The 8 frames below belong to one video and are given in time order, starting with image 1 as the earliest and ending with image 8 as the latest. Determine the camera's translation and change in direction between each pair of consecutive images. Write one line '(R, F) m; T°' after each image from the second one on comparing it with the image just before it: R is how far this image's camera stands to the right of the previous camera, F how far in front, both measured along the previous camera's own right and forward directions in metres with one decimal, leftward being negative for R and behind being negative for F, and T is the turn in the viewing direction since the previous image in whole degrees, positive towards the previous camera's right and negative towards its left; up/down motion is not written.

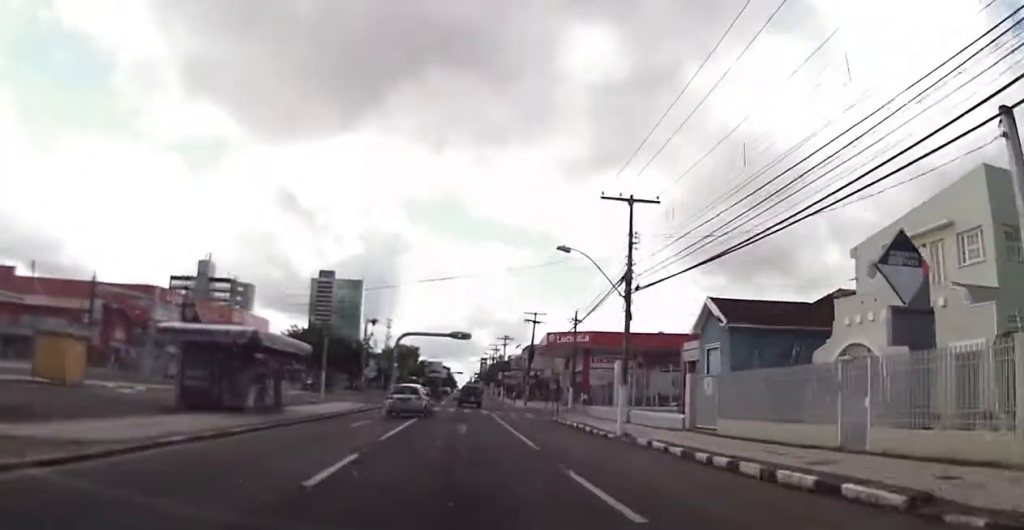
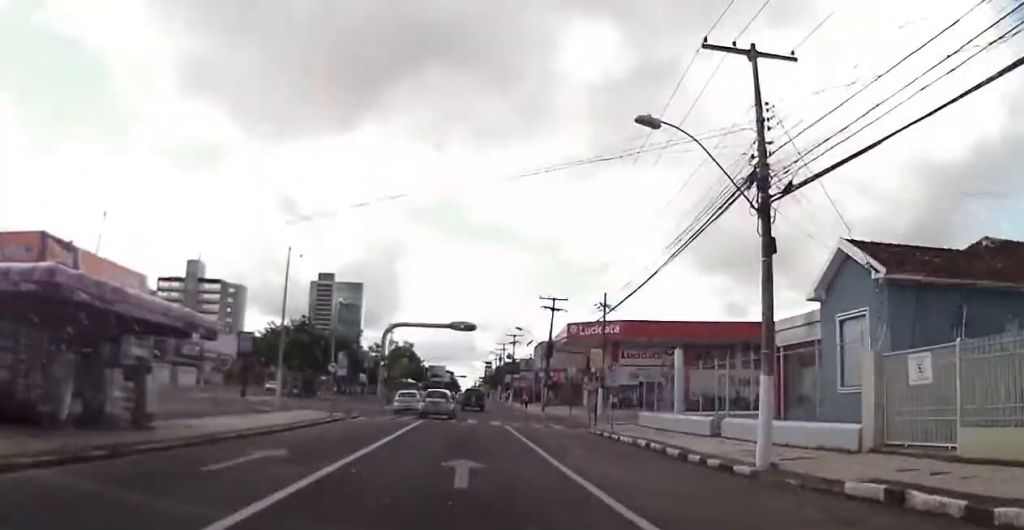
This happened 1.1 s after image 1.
(-0.3, +12.6) m; 0°
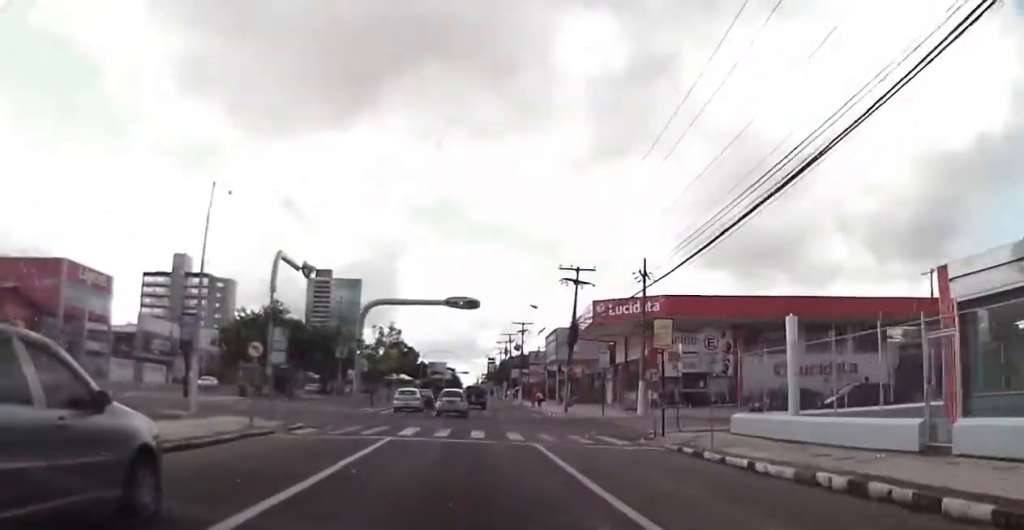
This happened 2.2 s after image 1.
(+0.4, +11.8) m; 0°
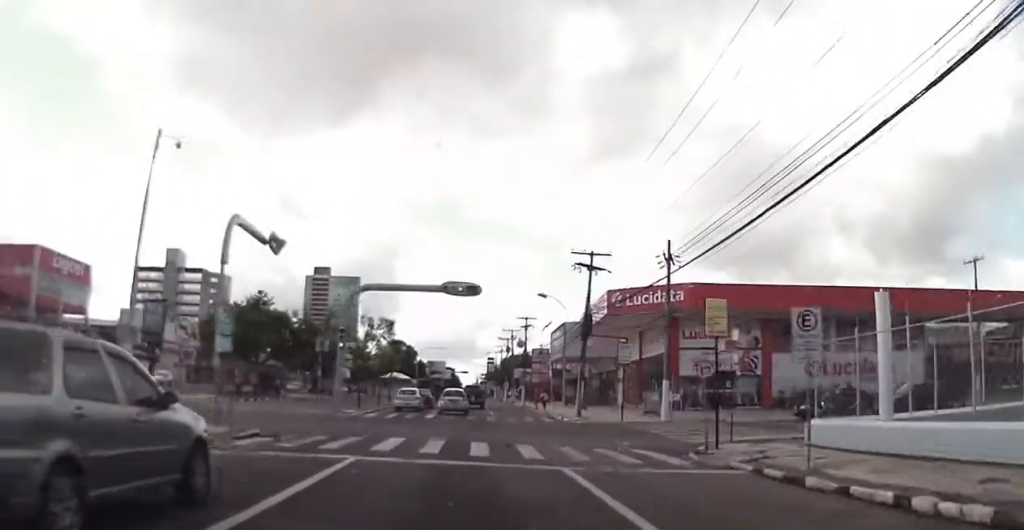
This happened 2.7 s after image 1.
(-0.2, +5.2) m; -1°
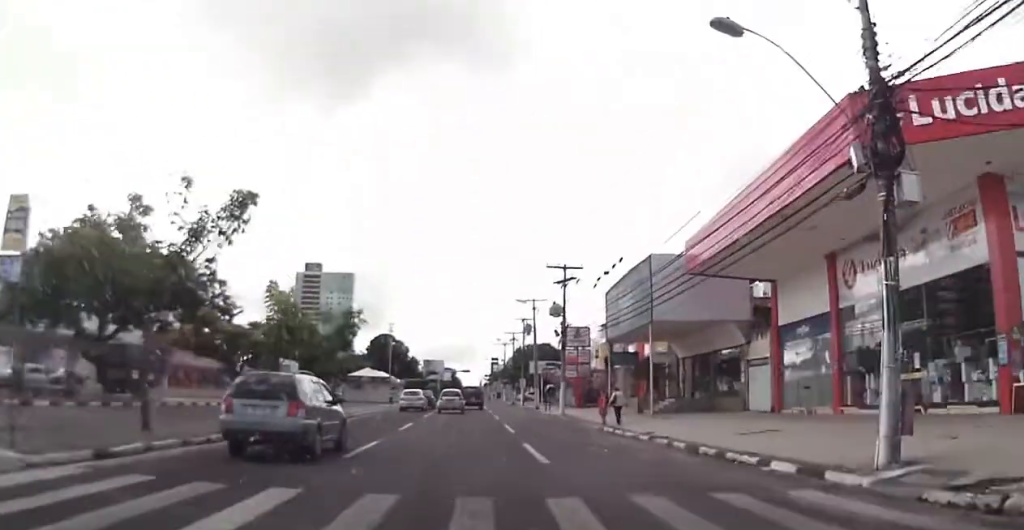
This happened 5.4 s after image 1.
(+0.2, +30.5) m; +1°
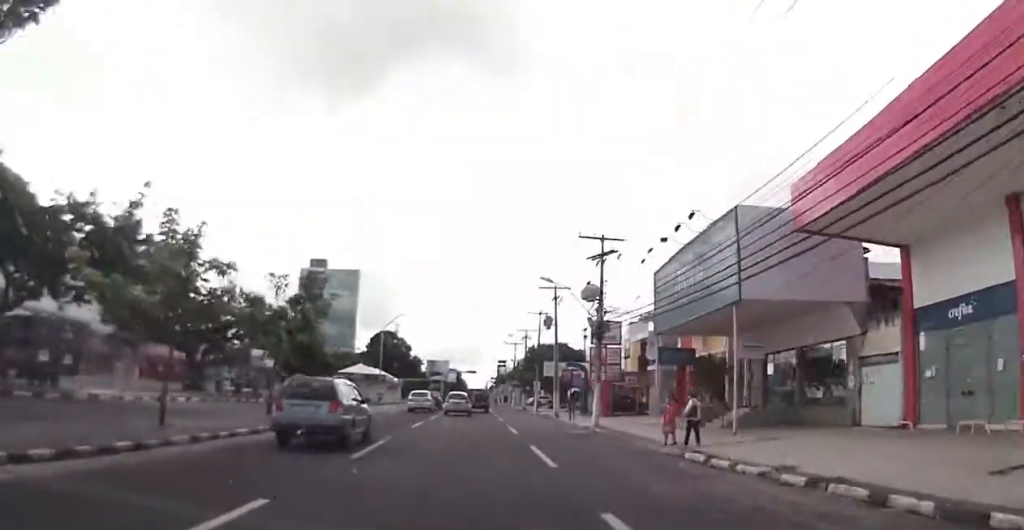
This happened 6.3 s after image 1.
(-0.5, +9.8) m; 0°
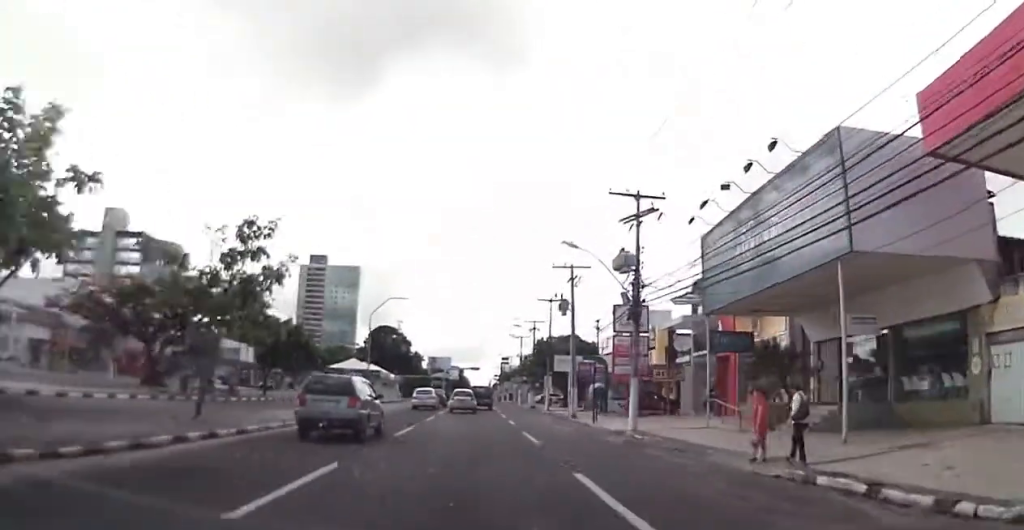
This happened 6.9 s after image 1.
(+0.4, +6.9) m; 0°
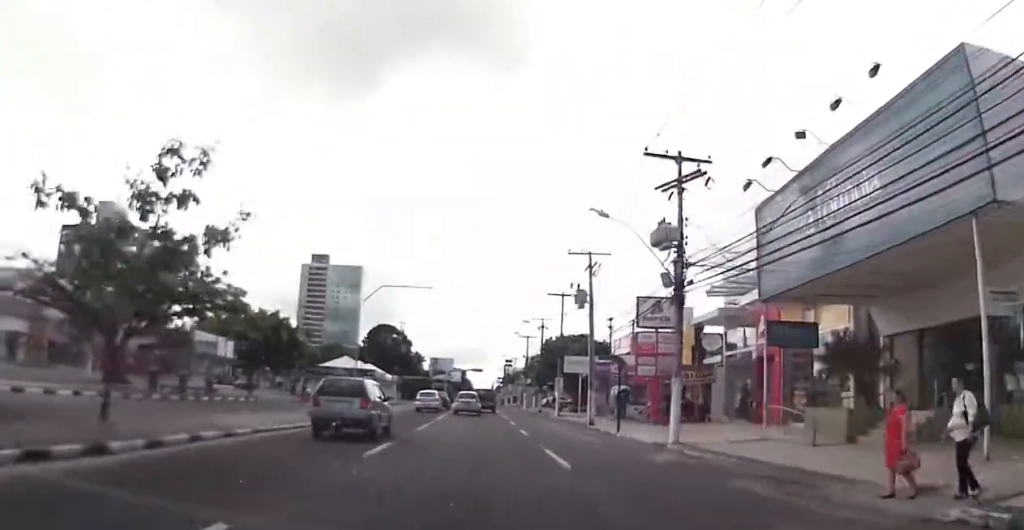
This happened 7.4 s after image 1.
(+0.1, +5.1) m; 0°
